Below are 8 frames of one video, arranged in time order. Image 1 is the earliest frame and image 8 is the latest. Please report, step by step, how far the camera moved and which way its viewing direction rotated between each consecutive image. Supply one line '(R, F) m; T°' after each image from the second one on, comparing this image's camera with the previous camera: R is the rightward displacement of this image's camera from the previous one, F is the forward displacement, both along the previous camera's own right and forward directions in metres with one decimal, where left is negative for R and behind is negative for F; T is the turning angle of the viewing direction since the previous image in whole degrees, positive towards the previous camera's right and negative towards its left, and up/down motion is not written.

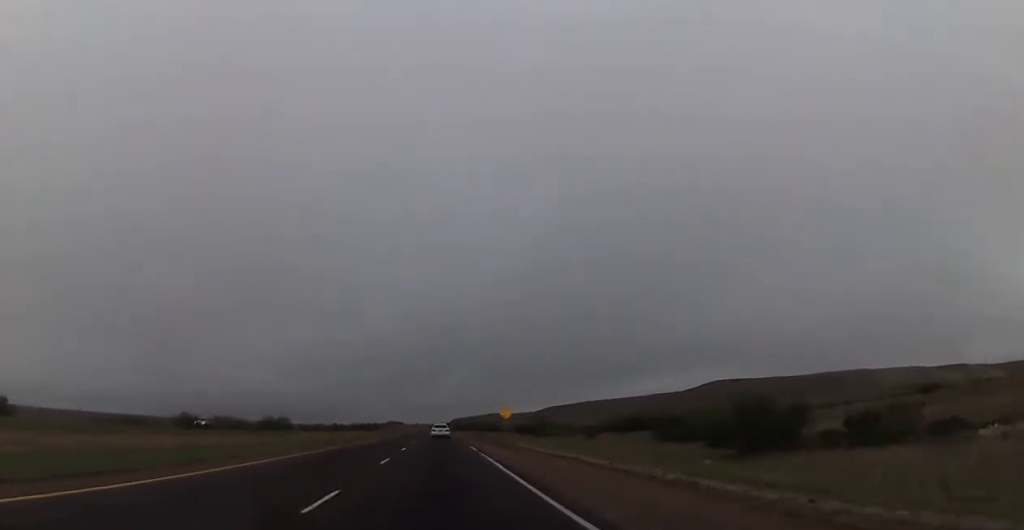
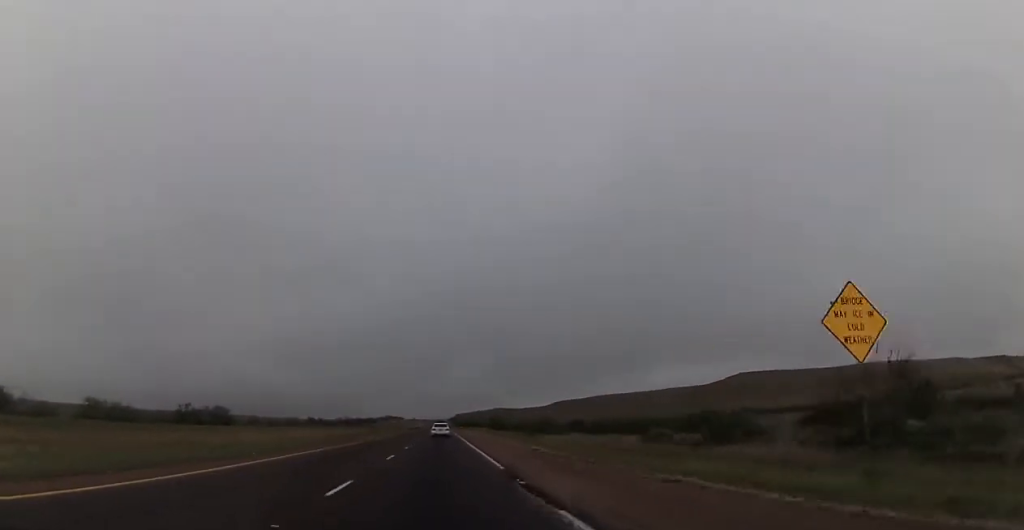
(0.0, +71.2) m; -1°
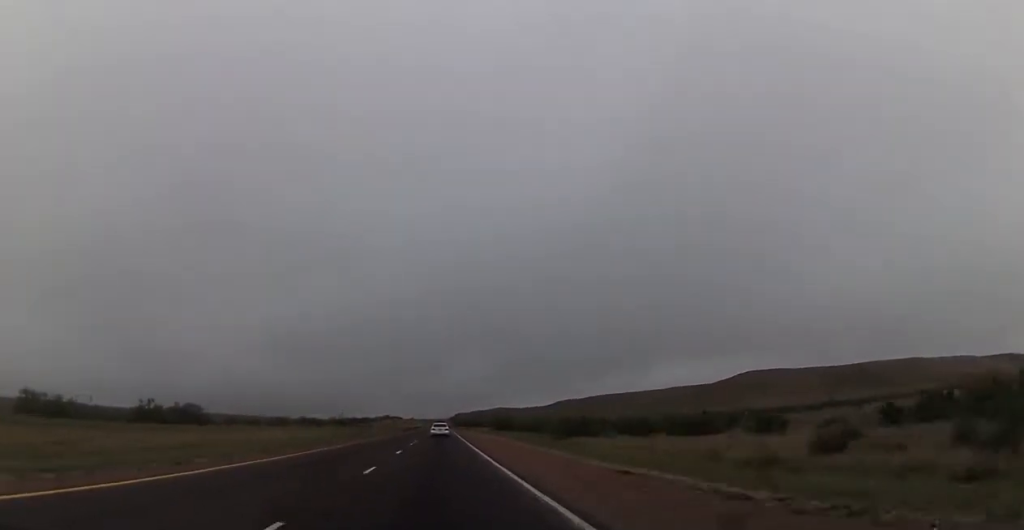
(0.0, +19.1) m; 0°
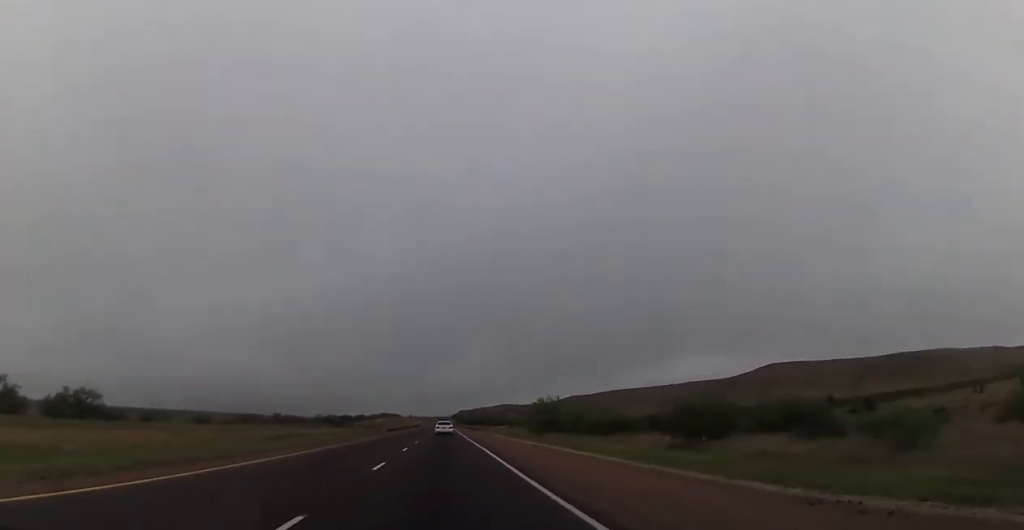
(+0.5, +46.8) m; 0°
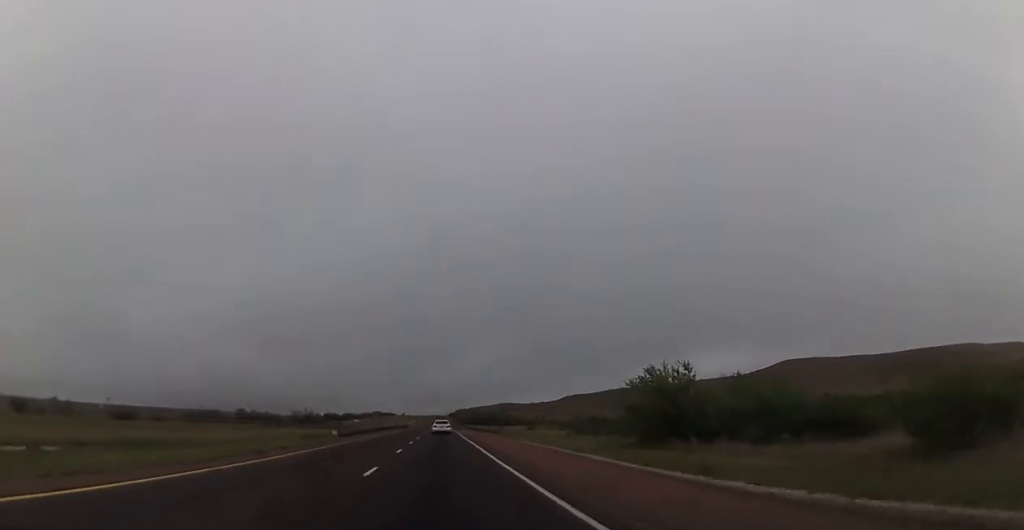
(-0.4, +38.7) m; -1°
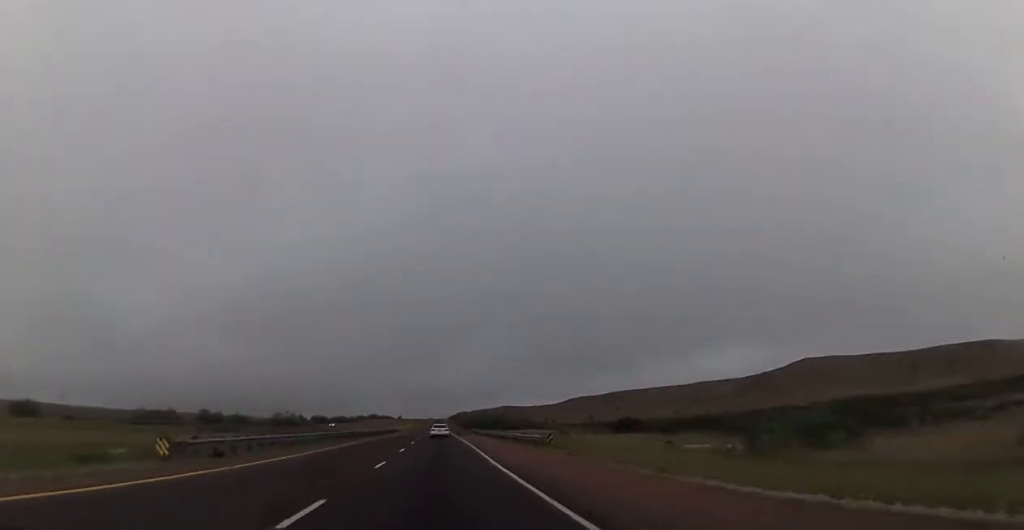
(0.0, +32.7) m; +1°
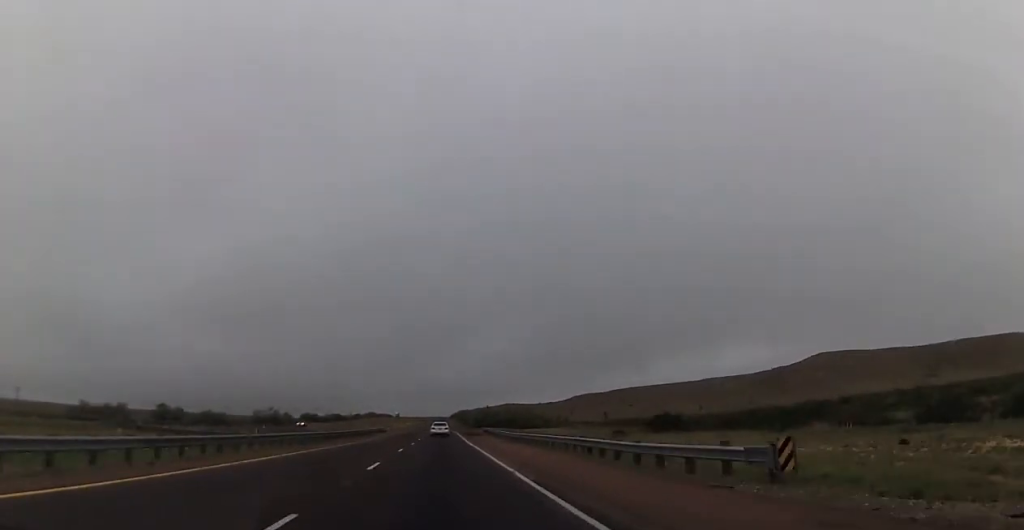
(+0.3, +26.6) m; 0°
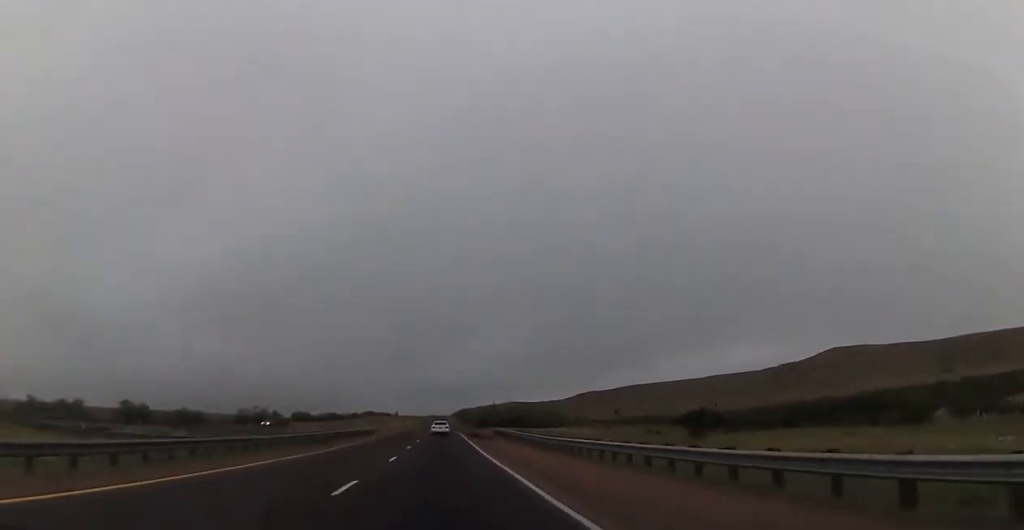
(+0.2, +18.1) m; 0°
